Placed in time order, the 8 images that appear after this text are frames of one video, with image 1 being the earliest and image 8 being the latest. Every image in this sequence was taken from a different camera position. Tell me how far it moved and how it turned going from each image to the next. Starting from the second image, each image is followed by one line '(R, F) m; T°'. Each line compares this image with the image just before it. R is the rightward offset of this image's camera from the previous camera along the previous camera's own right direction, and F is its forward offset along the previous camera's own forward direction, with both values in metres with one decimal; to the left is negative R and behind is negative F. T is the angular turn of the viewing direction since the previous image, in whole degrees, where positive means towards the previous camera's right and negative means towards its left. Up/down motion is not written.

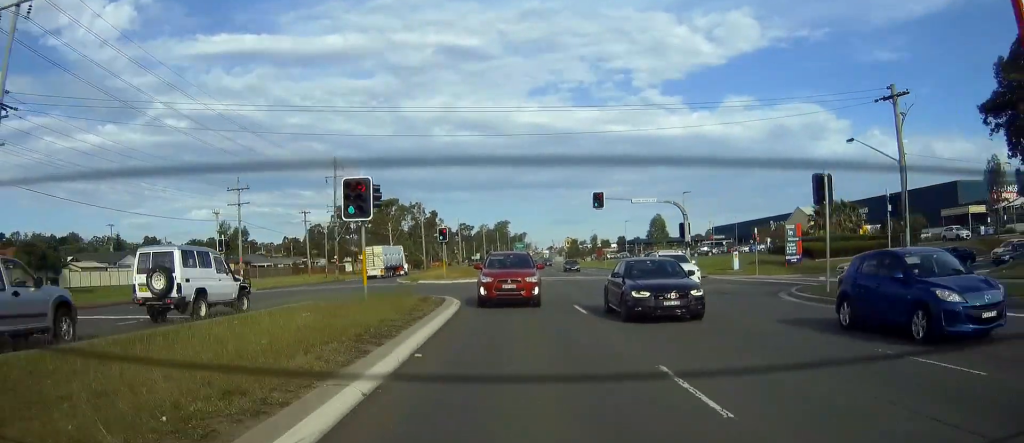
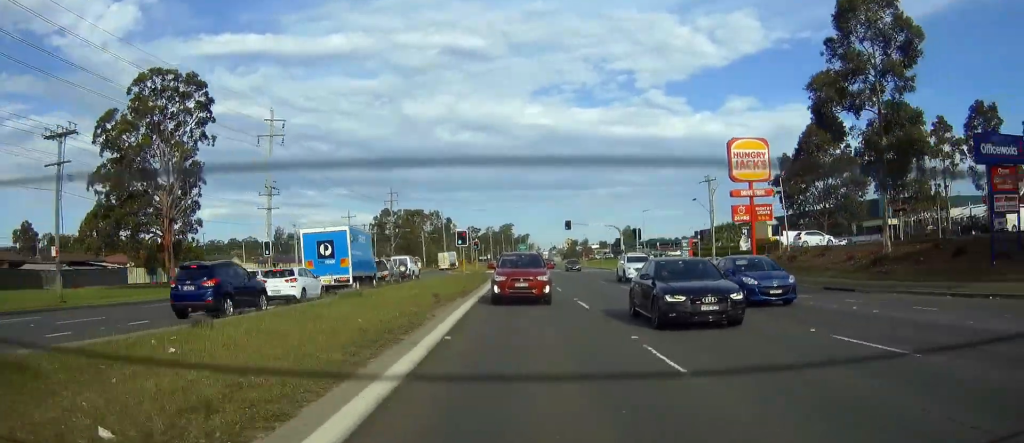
(-0.2, +39.1) m; 0°
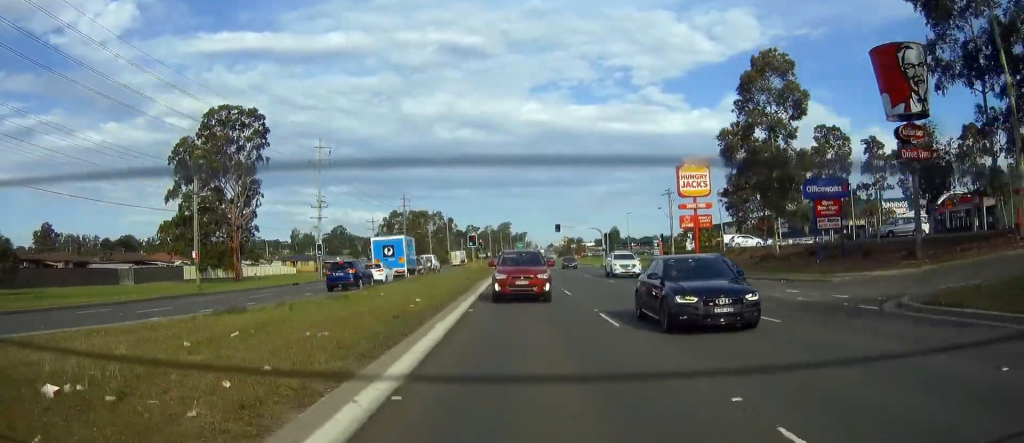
(0.0, +18.0) m; 0°
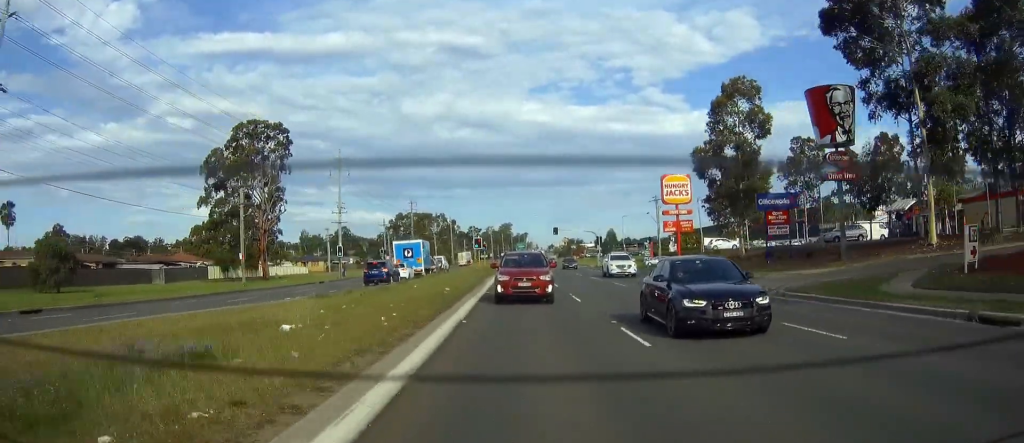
(0.0, +9.0) m; 0°
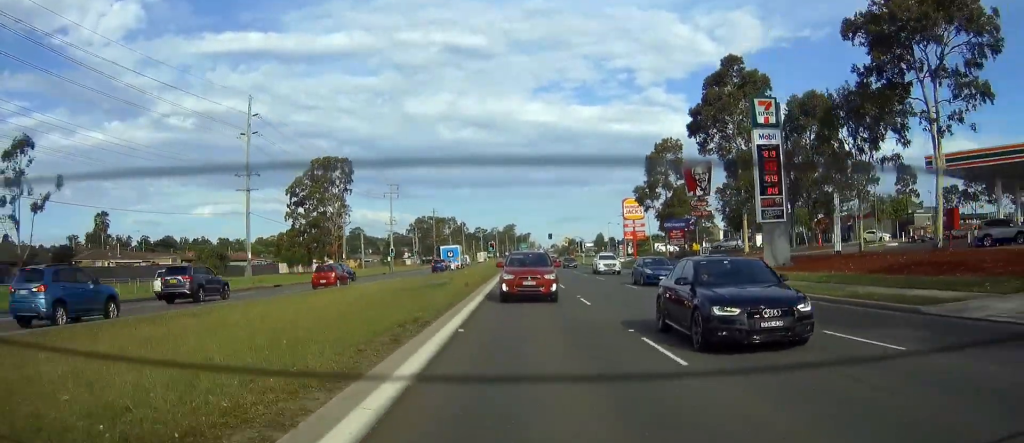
(0.0, +34.8) m; 0°
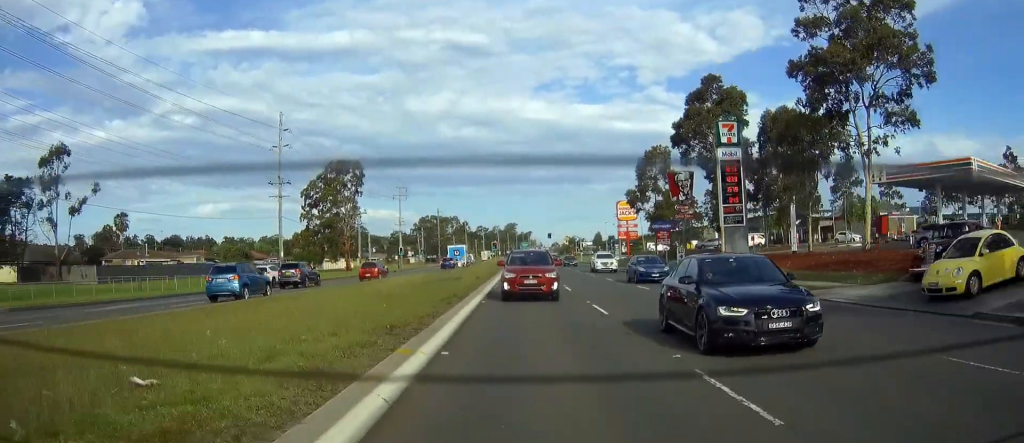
(-0.1, +9.1) m; 0°
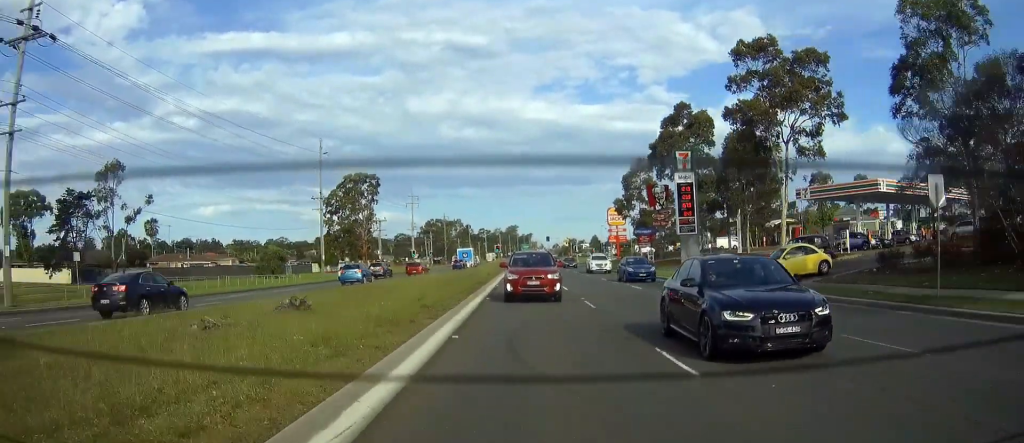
(+0.1, +13.7) m; 0°
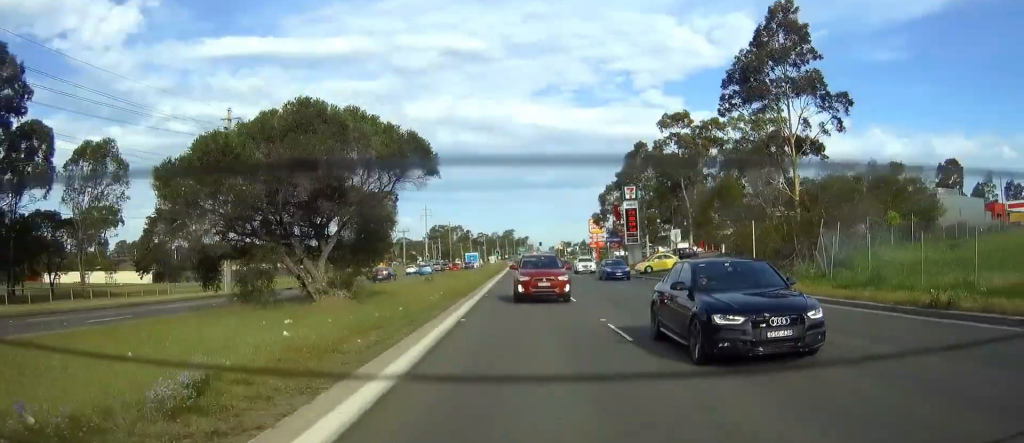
(+0.1, +28.2) m; 0°
